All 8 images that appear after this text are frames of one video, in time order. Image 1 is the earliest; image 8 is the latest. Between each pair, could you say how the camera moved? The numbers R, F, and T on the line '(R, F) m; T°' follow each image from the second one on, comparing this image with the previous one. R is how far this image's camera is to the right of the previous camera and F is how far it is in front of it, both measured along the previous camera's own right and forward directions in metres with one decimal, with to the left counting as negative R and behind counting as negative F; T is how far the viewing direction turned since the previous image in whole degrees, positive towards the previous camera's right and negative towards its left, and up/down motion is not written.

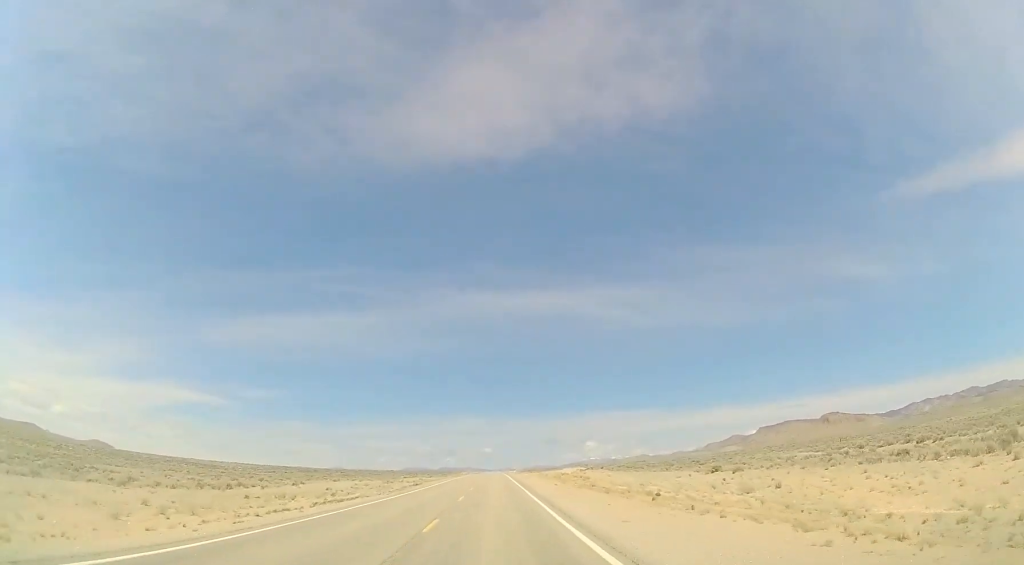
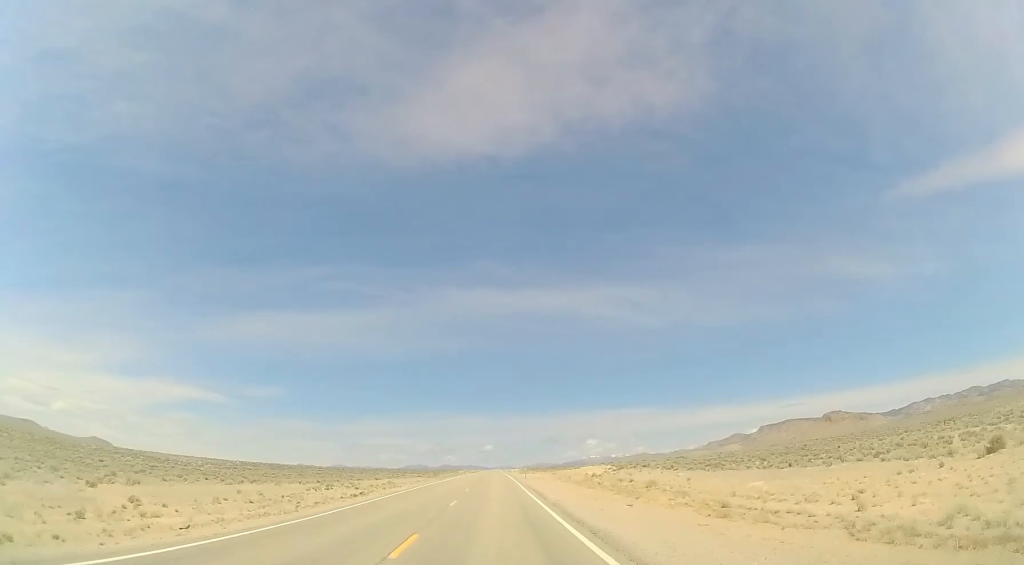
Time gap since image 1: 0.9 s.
(0.0, +28.4) m; 0°
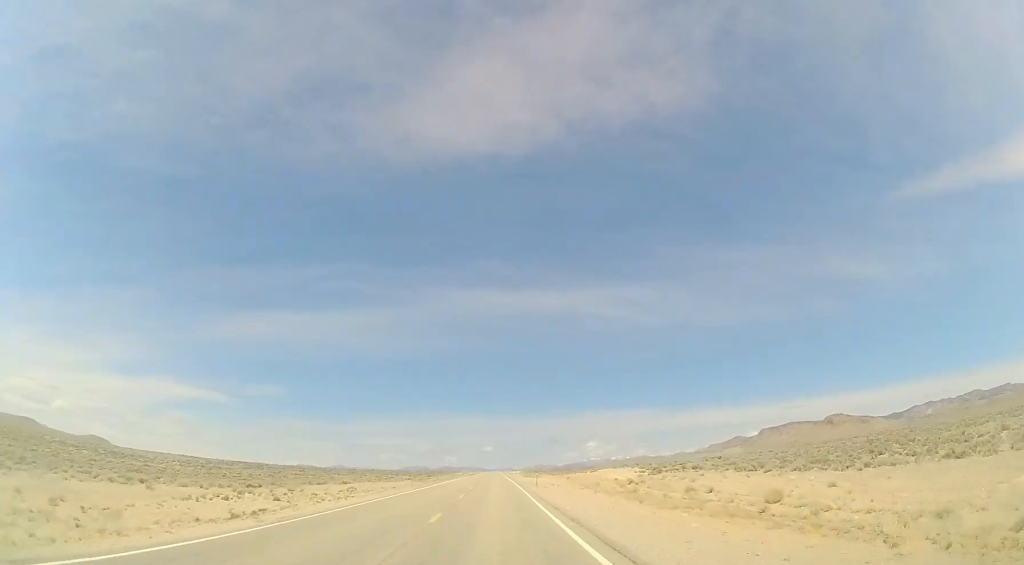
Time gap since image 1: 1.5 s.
(+0.2, +18.2) m; 0°
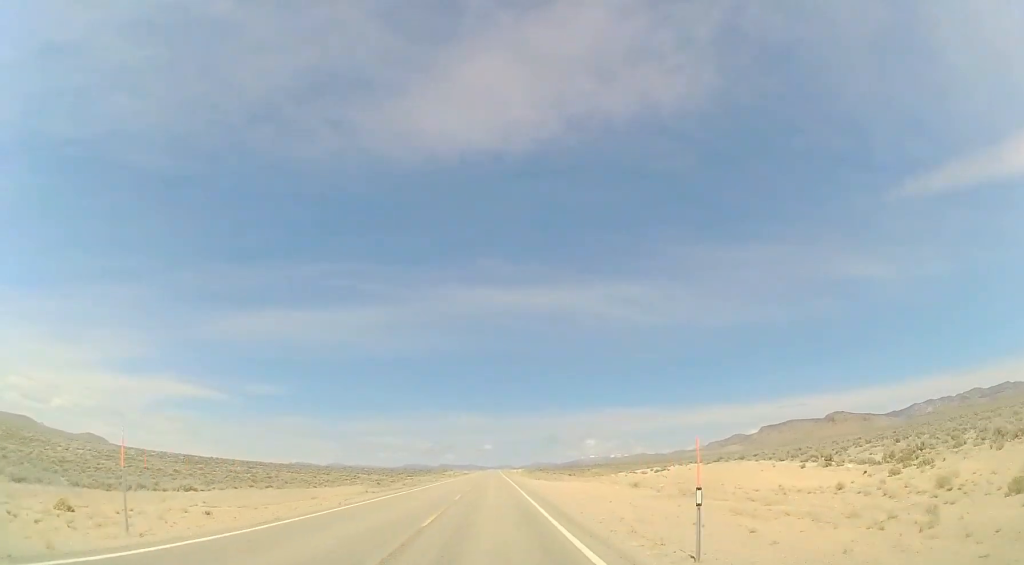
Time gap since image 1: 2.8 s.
(-0.5, +37.3) m; 0°
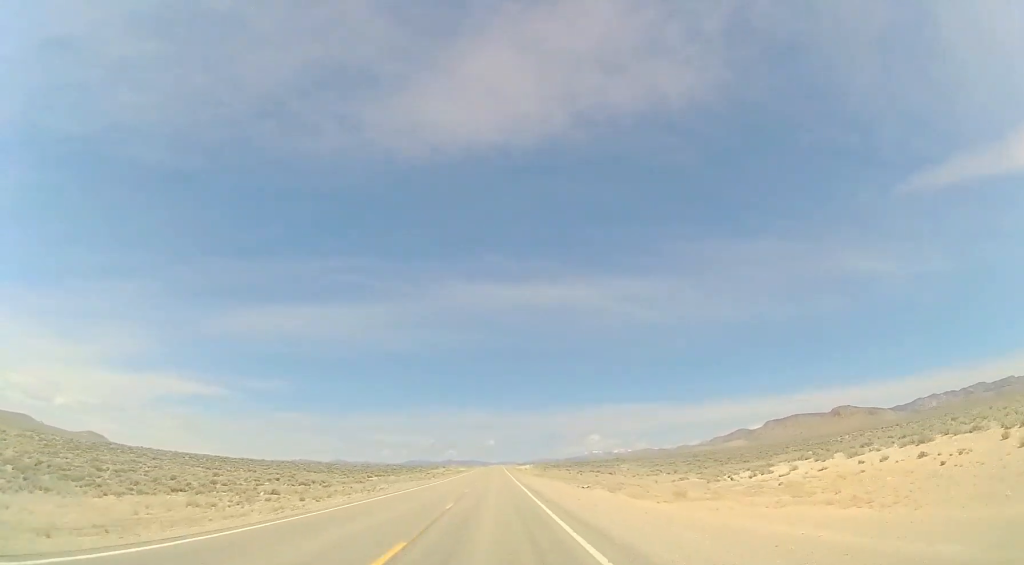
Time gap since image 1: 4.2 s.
(+0.6, +43.6) m; +1°
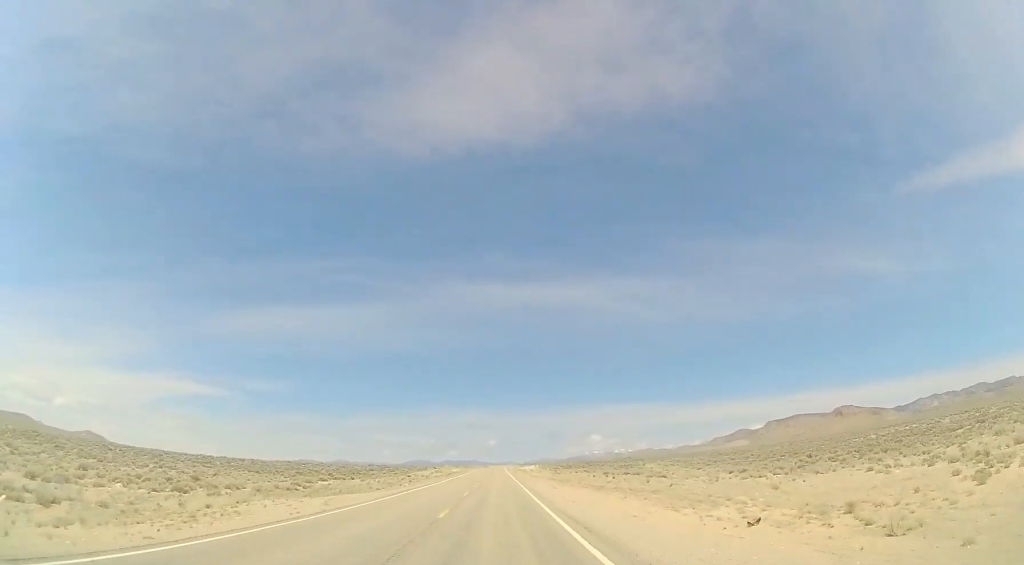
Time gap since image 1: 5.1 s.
(0.0, +27.5) m; 0°
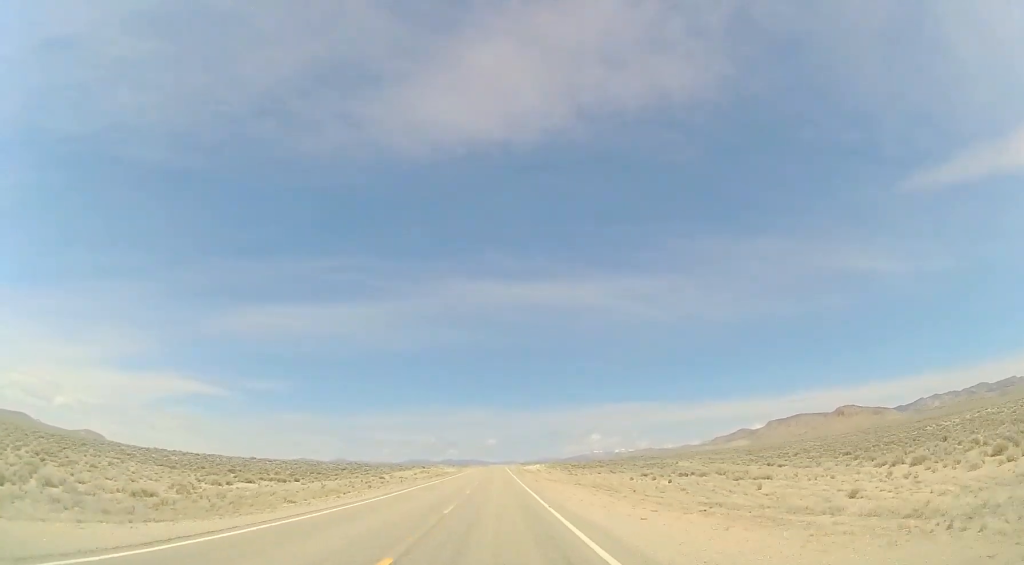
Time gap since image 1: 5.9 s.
(-0.1, +23.4) m; 0°
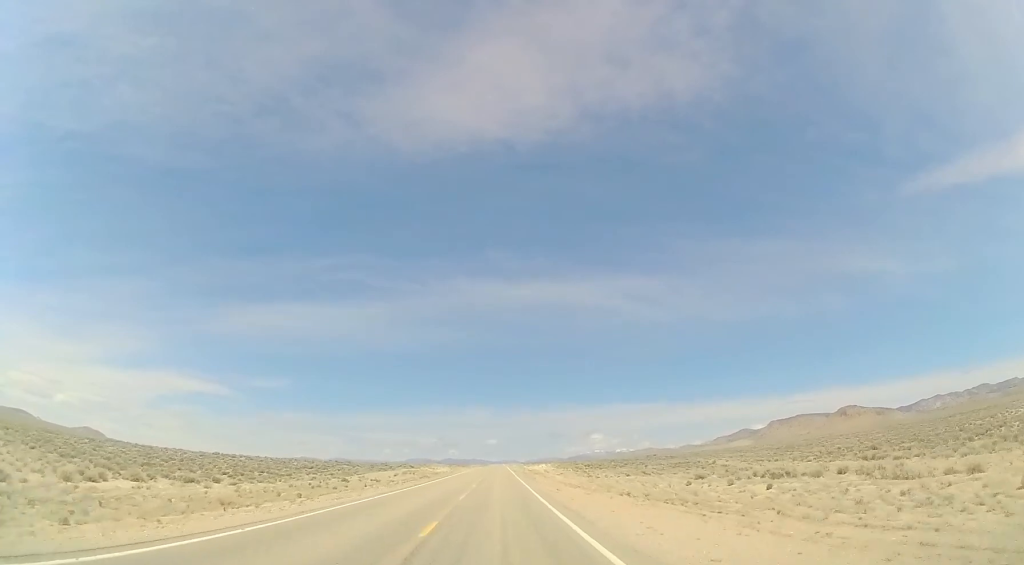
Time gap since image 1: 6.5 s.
(+0.1, +18.4) m; 0°
